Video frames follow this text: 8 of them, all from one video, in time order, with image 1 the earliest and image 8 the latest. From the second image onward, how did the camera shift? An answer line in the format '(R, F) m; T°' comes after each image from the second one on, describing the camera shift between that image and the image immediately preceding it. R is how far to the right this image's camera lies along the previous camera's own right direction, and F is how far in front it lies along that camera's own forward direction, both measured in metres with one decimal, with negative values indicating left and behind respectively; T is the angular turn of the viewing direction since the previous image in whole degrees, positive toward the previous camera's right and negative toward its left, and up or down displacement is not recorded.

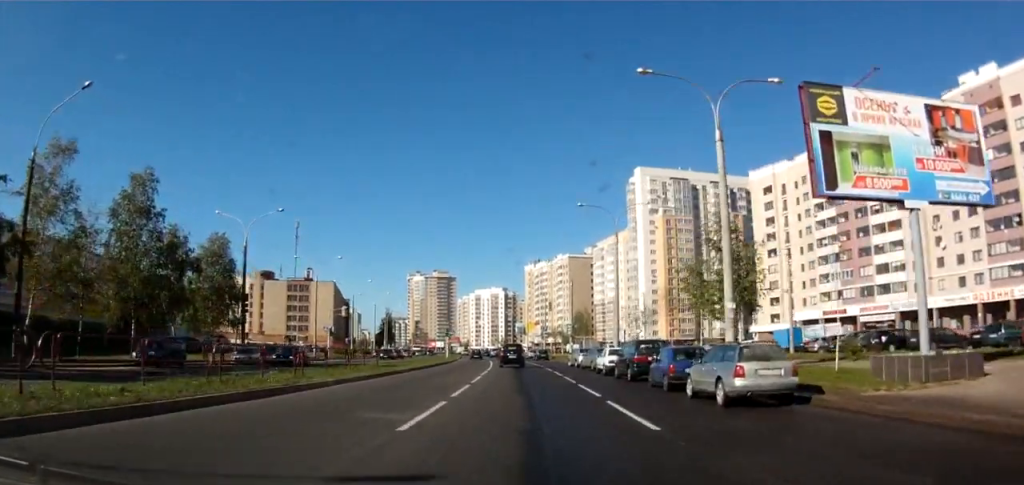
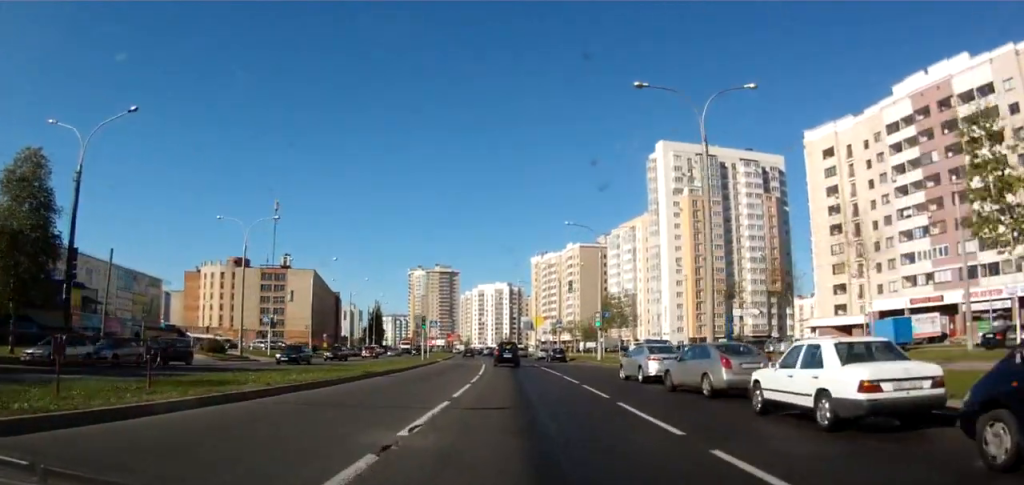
(0.0, +22.9) m; 0°
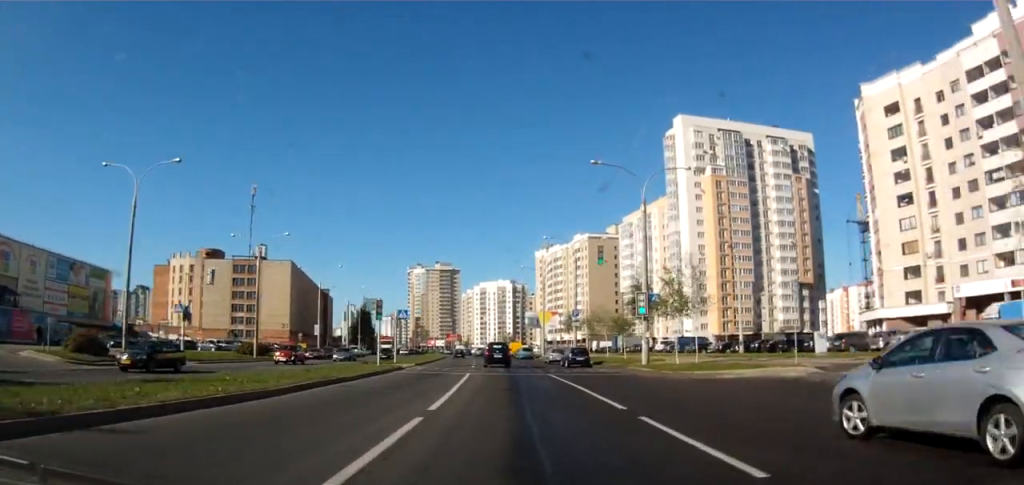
(-0.1, +18.1) m; -2°
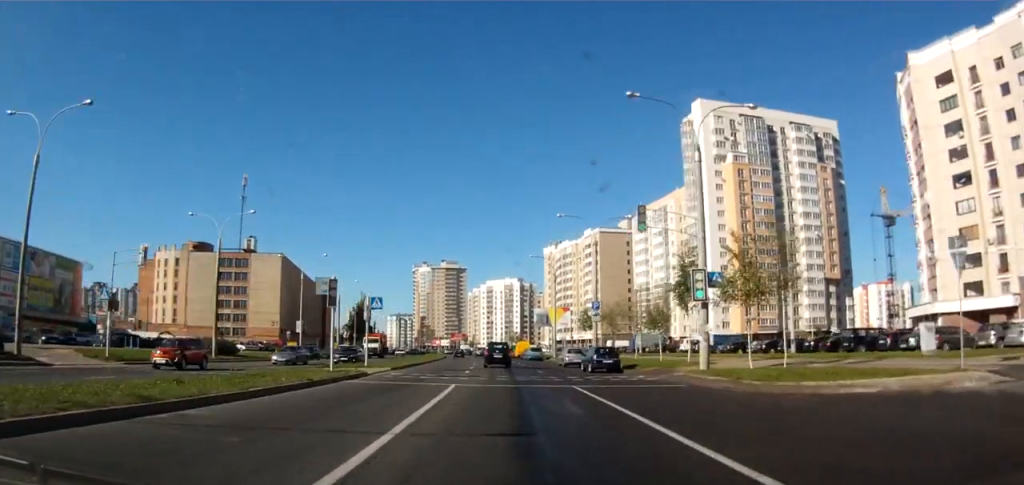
(-0.3, +10.7) m; -1°
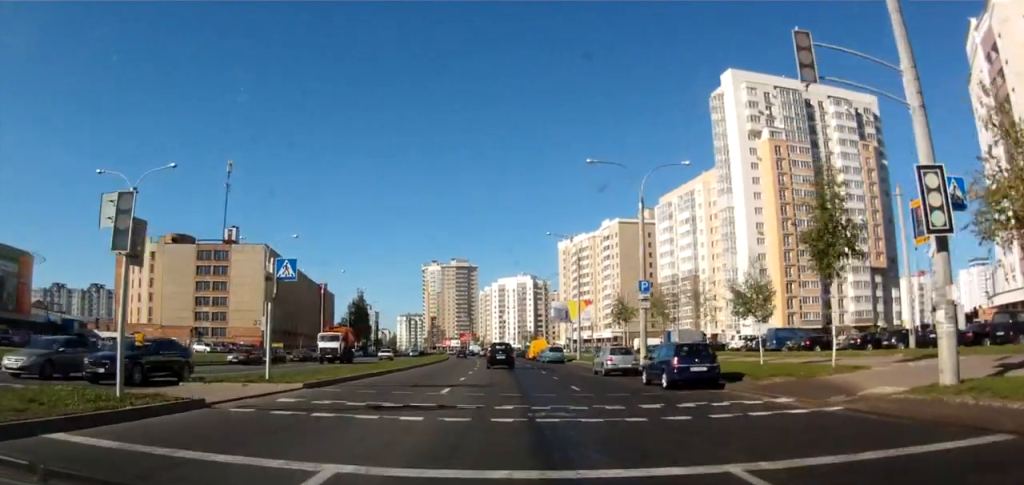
(0.0, +15.9) m; +1°
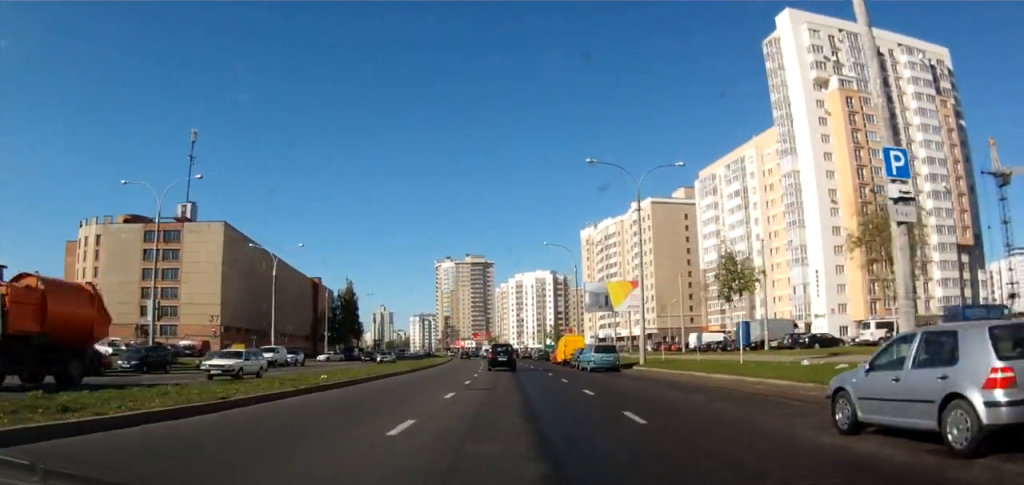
(+0.4, +24.3) m; -1°
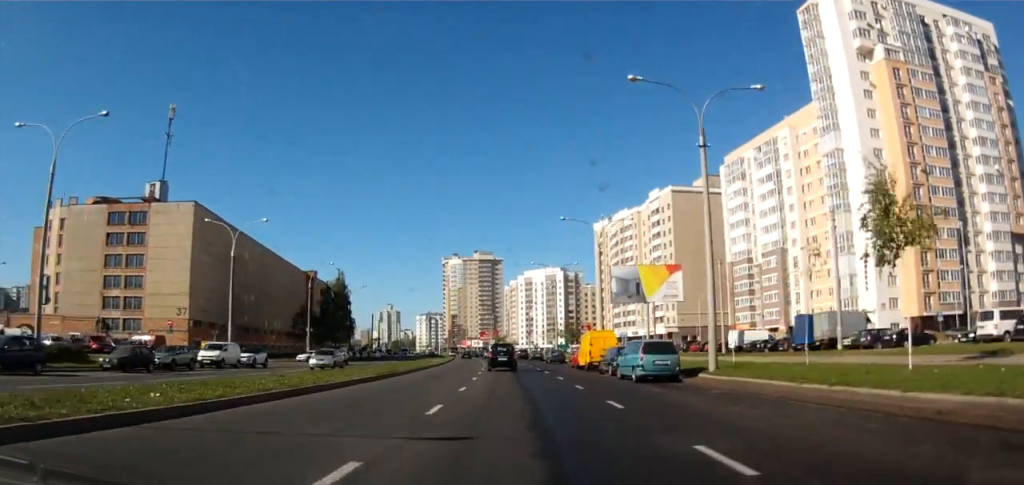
(-0.2, +12.3) m; -3°
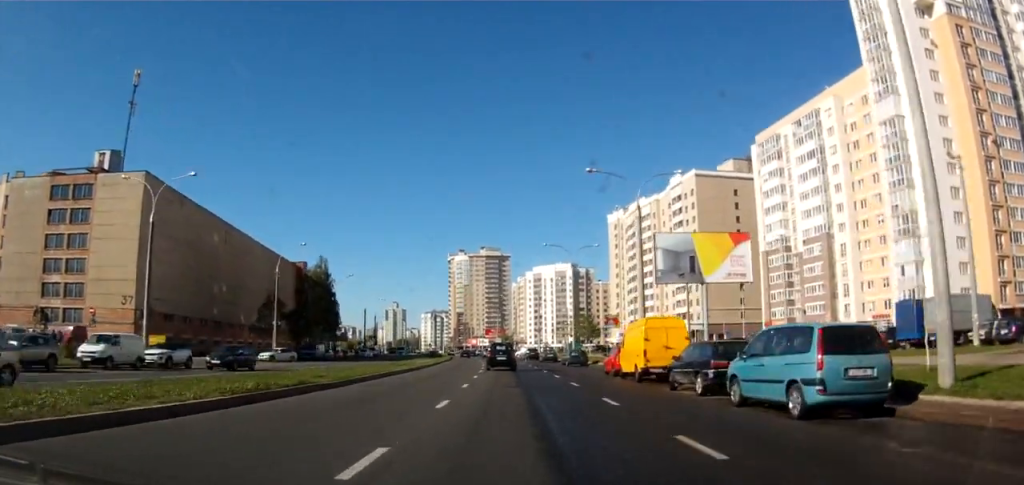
(-0.5, +14.8) m; 0°
